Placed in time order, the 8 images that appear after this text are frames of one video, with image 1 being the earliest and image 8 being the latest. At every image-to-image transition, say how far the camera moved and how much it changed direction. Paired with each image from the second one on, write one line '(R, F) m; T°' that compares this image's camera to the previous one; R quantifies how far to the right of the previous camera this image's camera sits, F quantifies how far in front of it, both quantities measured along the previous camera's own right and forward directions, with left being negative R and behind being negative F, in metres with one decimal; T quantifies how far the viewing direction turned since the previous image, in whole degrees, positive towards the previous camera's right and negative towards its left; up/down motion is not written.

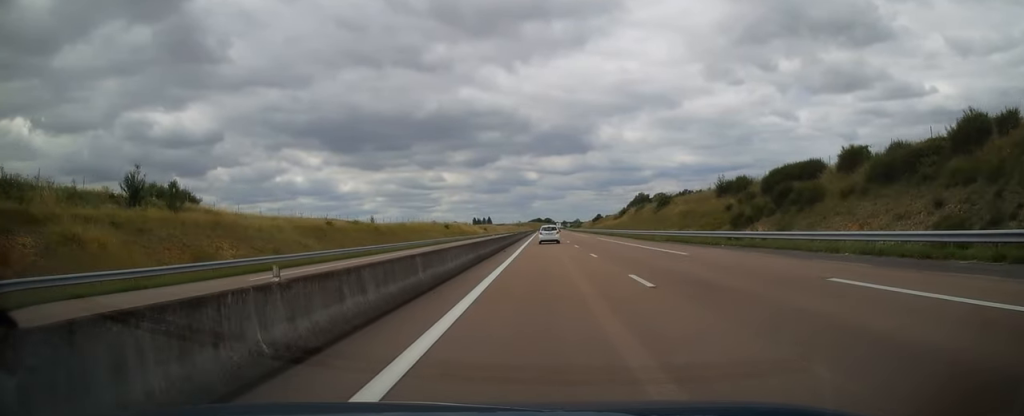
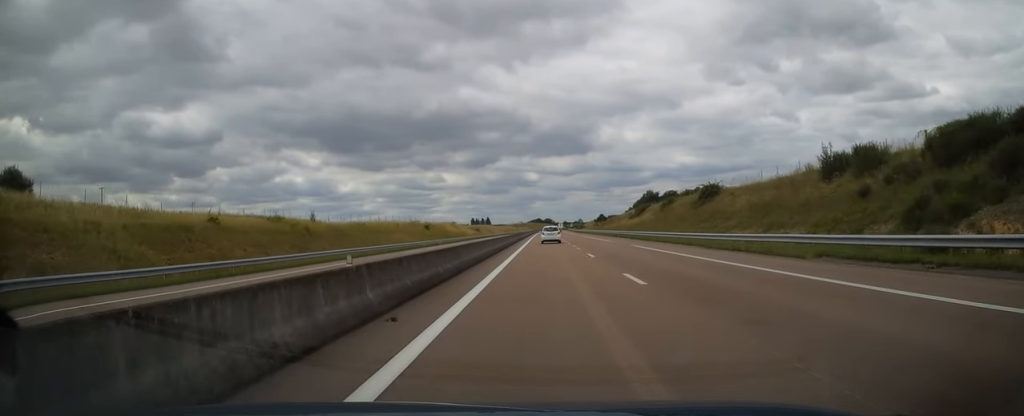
(0.0, +25.4) m; 0°
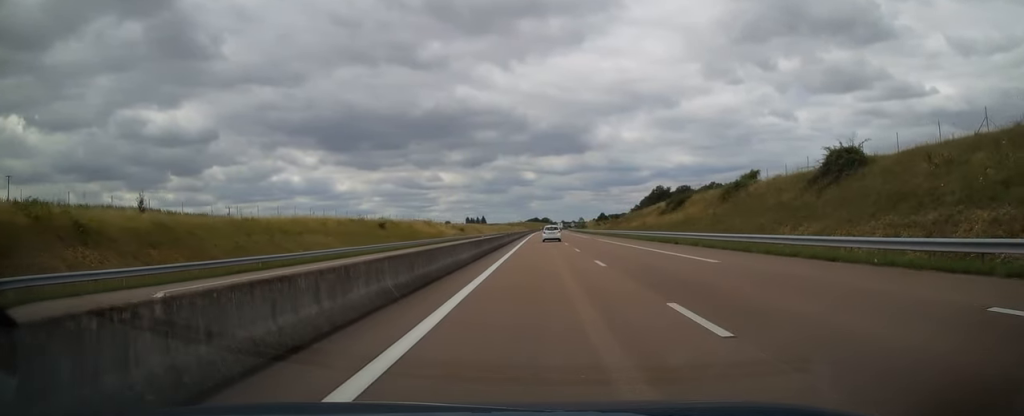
(+0.1, +32.2) m; +1°
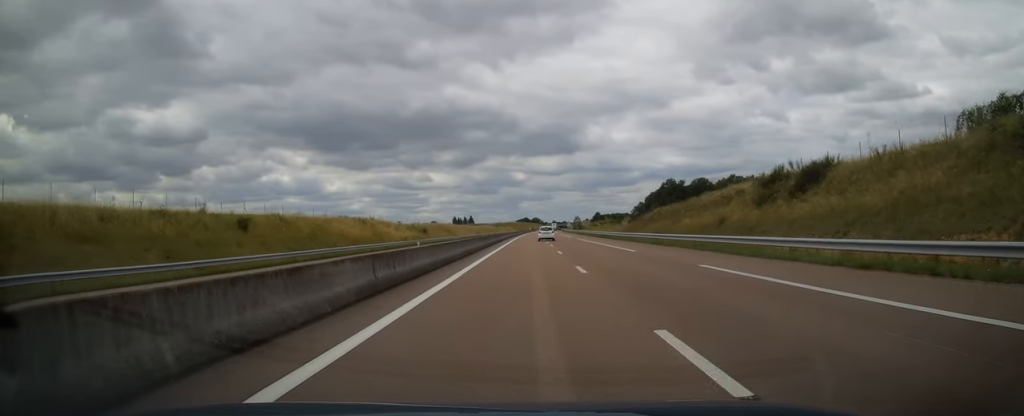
(+0.4, +41.1) m; +1°
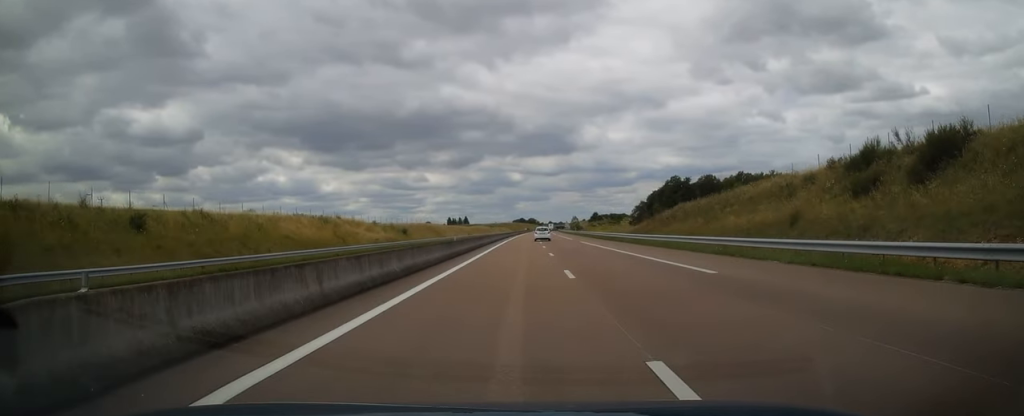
(0.0, +14.5) m; 0°
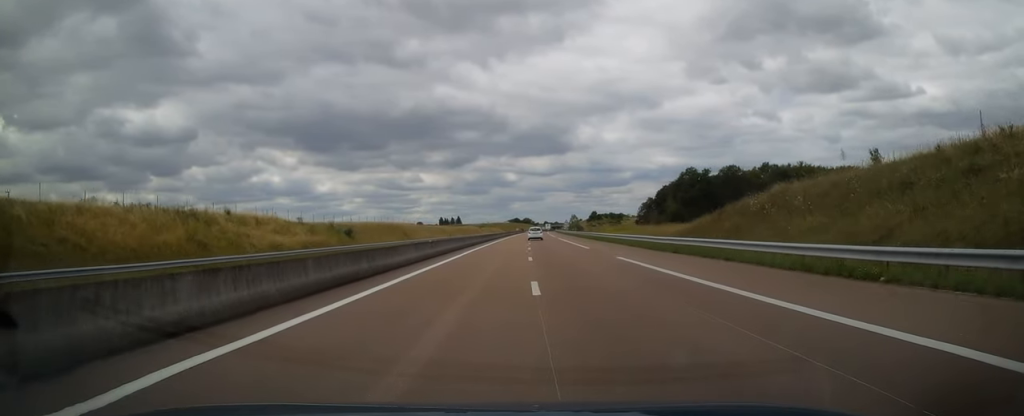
(-0.1, +29.6) m; 0°
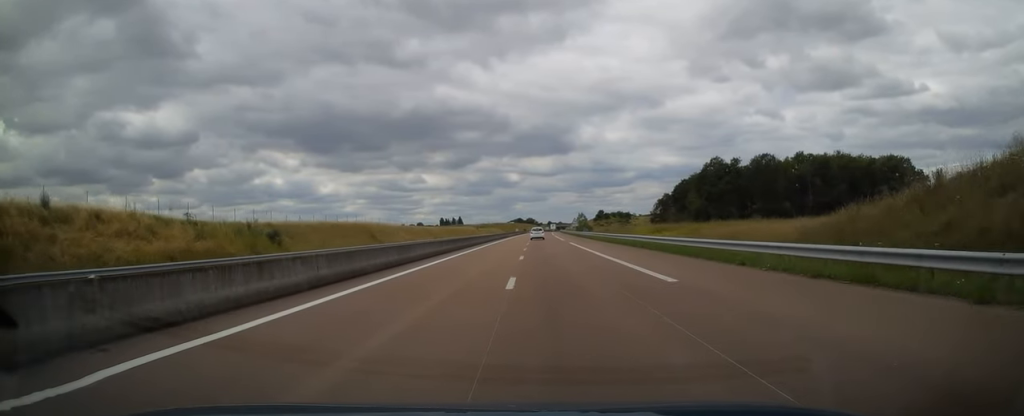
(0.0, +24.2) m; +1°
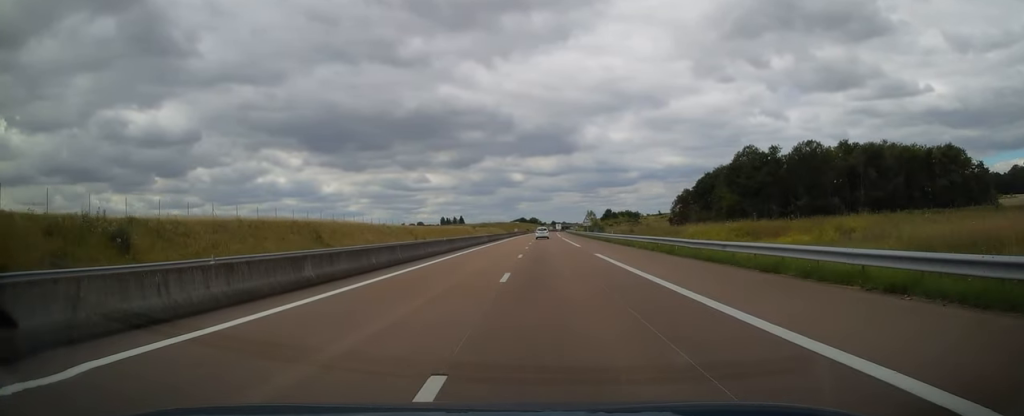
(+0.3, +23.9) m; 0°
